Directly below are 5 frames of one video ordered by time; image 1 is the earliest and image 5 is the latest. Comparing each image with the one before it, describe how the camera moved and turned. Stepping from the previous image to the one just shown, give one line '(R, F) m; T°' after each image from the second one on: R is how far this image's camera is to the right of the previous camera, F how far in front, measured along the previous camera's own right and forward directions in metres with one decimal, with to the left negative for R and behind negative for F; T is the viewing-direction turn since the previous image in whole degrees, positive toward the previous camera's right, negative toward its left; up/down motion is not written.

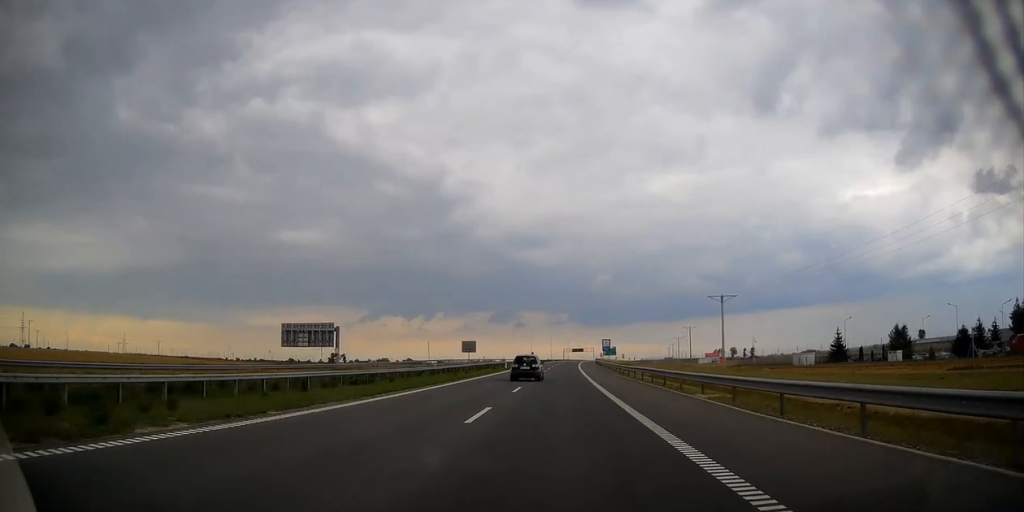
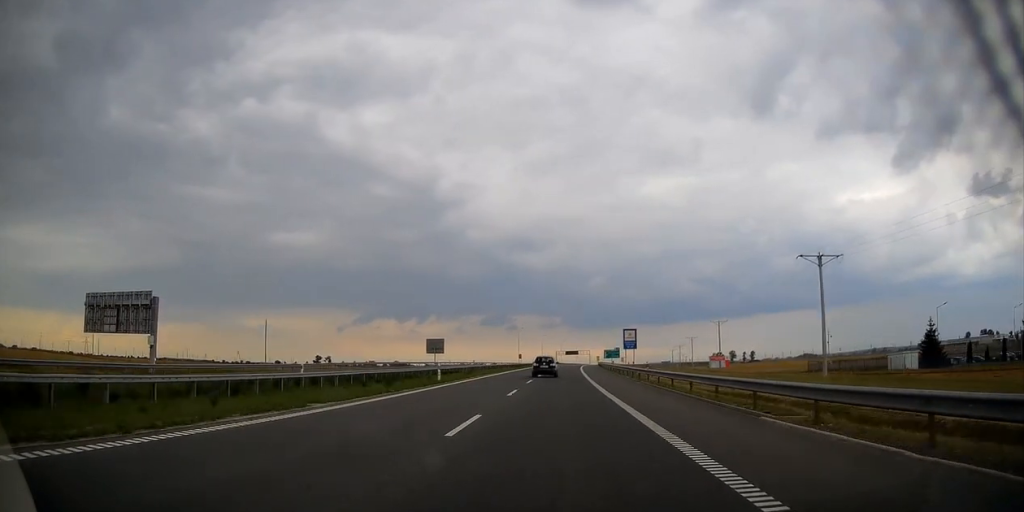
(+0.2, +38.8) m; 0°
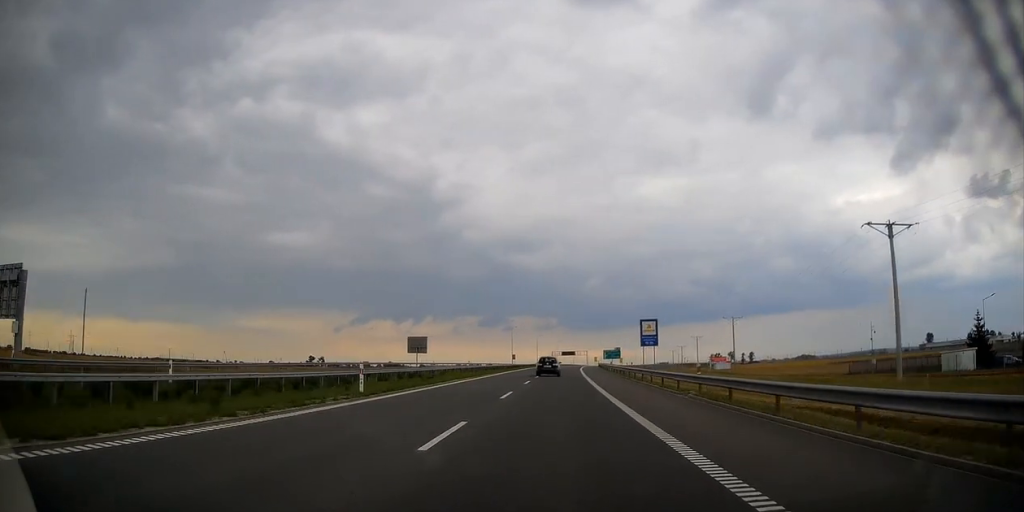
(0.0, +13.8) m; 0°
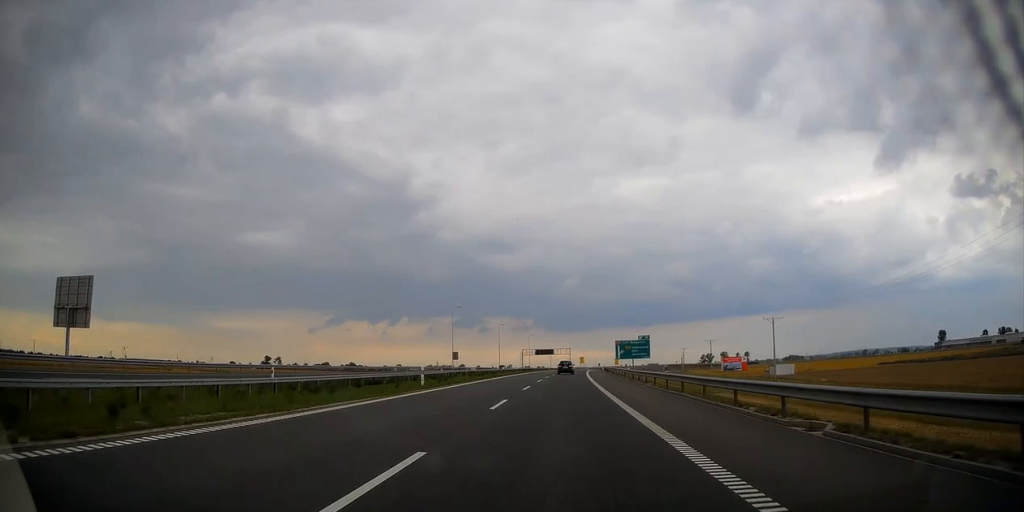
(+1.7, +88.8) m; +2°
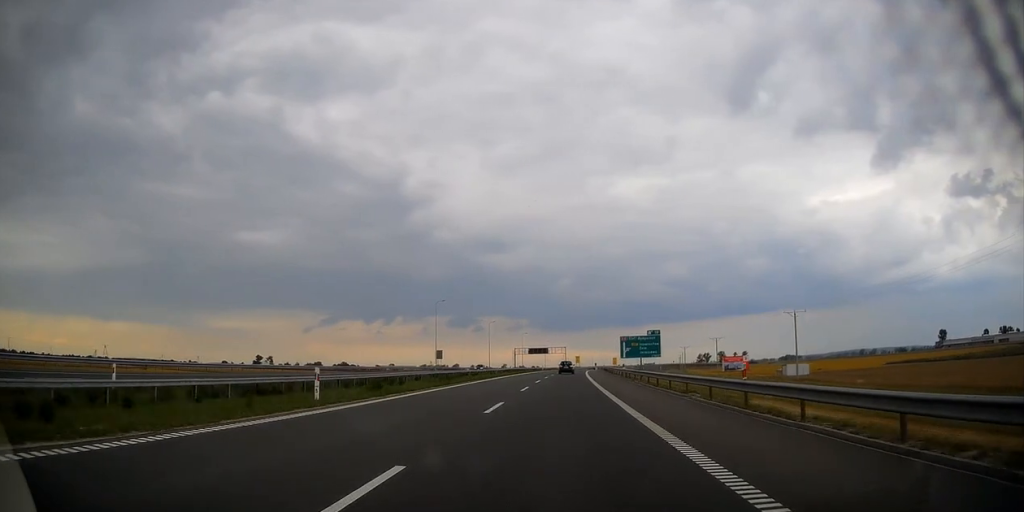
(0.0, +13.4) m; 0°
